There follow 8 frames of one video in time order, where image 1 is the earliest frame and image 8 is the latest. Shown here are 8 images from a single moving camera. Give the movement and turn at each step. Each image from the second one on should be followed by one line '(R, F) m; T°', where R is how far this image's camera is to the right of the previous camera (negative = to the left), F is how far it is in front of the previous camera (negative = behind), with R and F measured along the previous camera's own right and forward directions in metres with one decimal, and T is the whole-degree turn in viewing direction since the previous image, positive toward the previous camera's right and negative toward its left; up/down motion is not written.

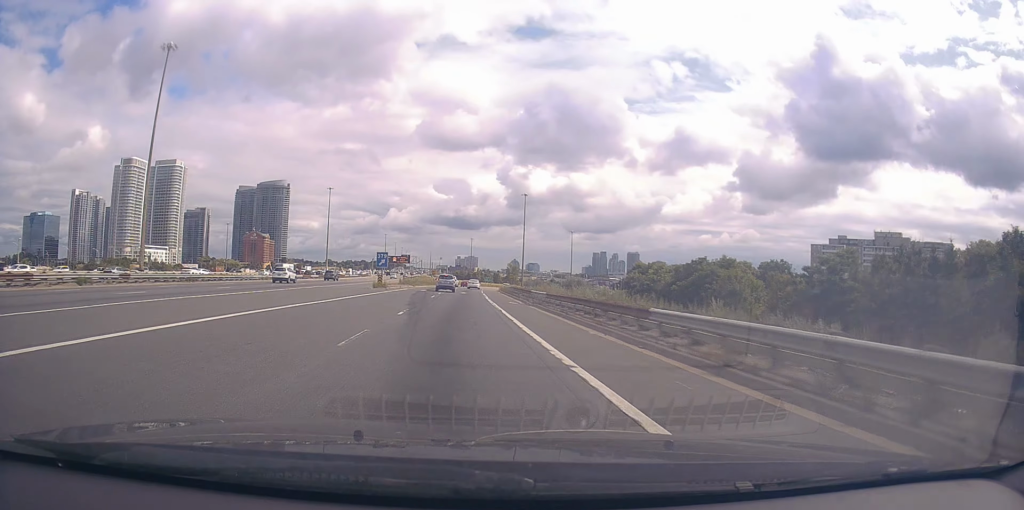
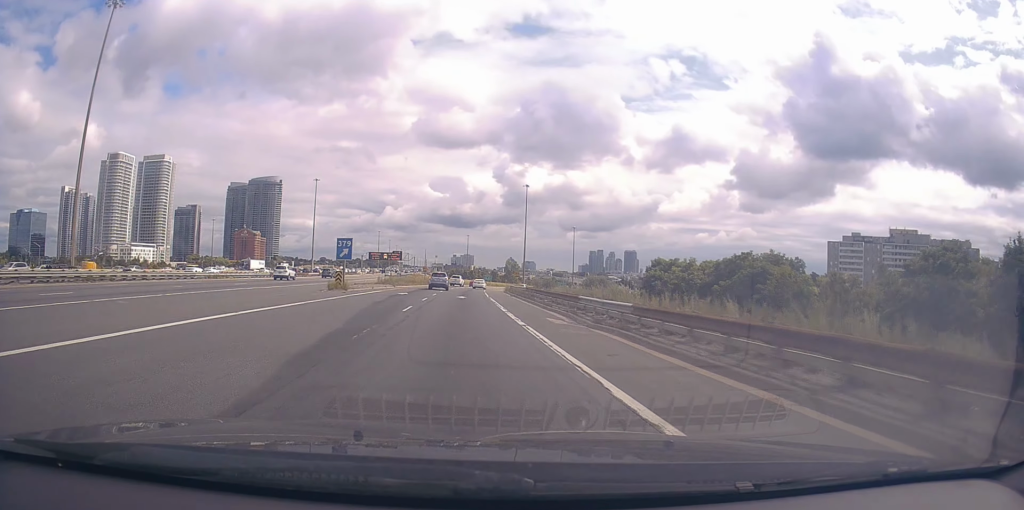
(0.0, +17.5) m; 0°
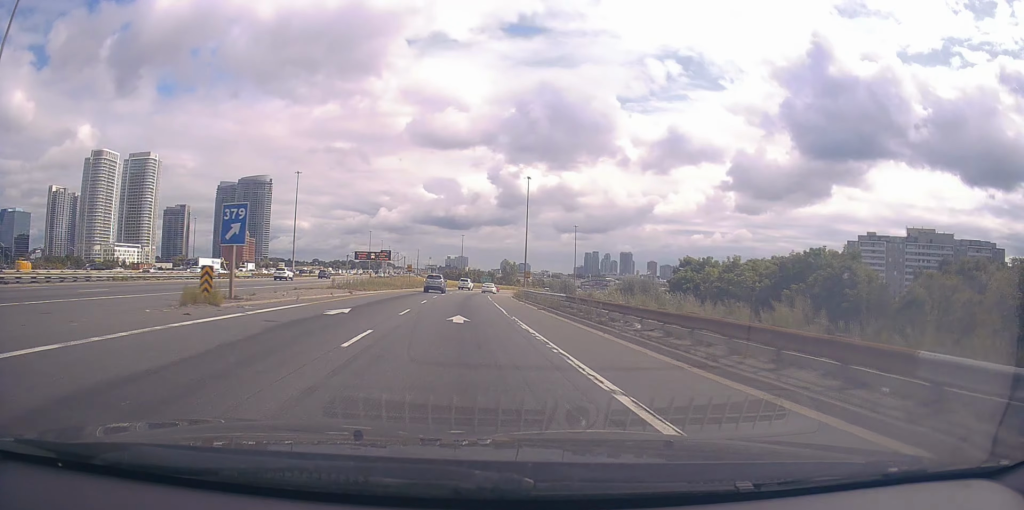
(0.0, +19.7) m; +1°
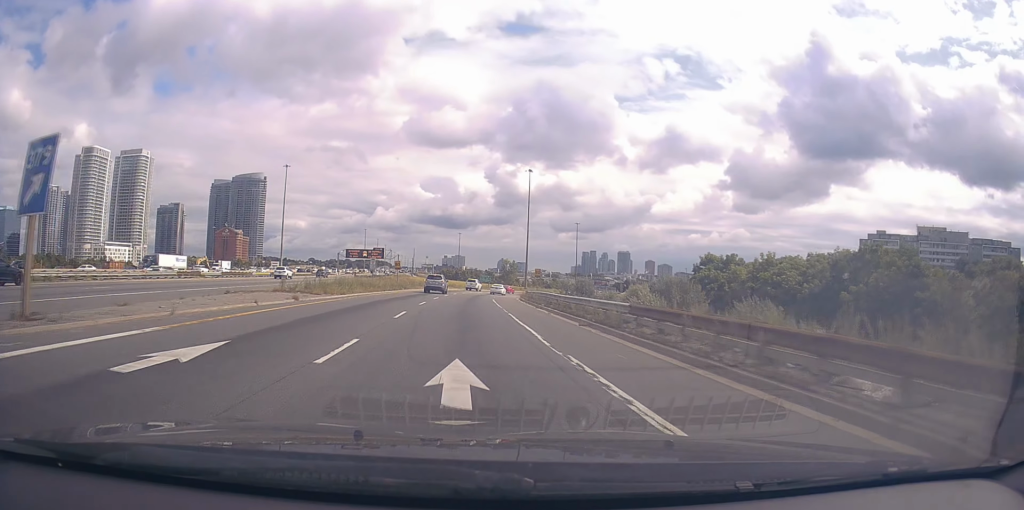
(+0.1, +11.1) m; 0°
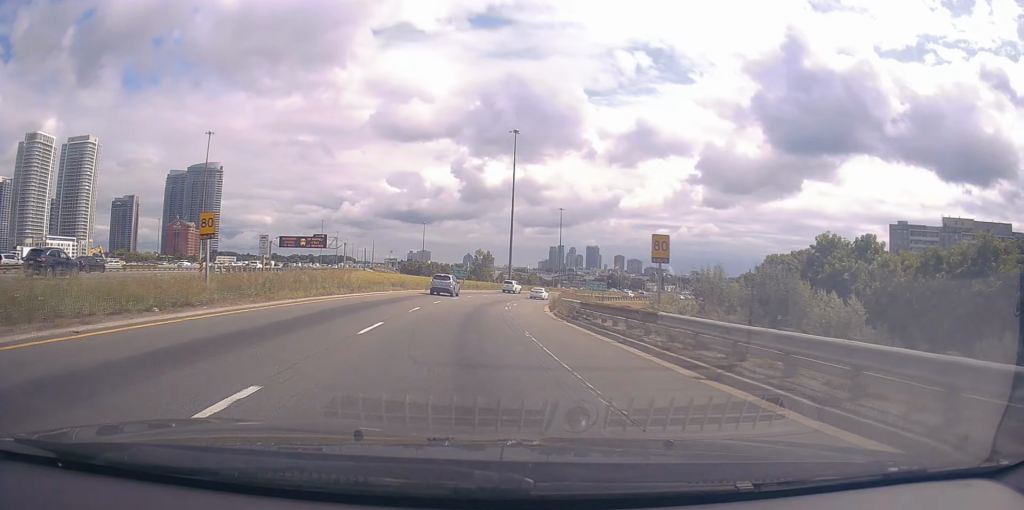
(+0.7, +41.5) m; +3°
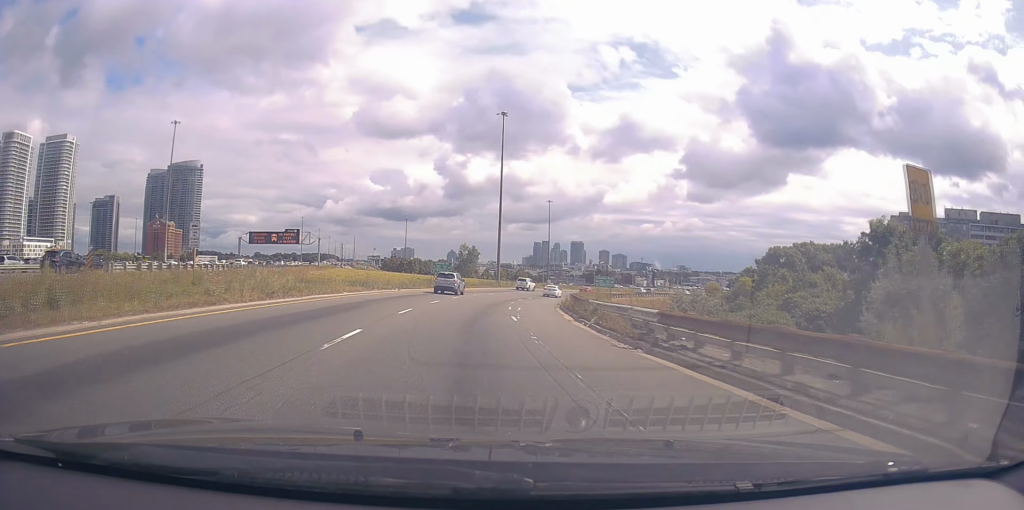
(+0.1, +11.8) m; +1°
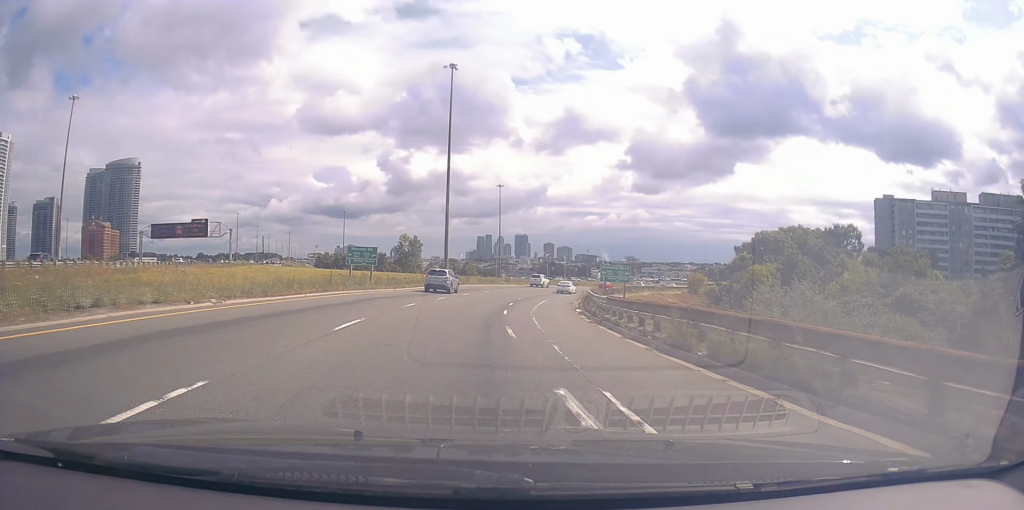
(+0.8, +24.9) m; +5°
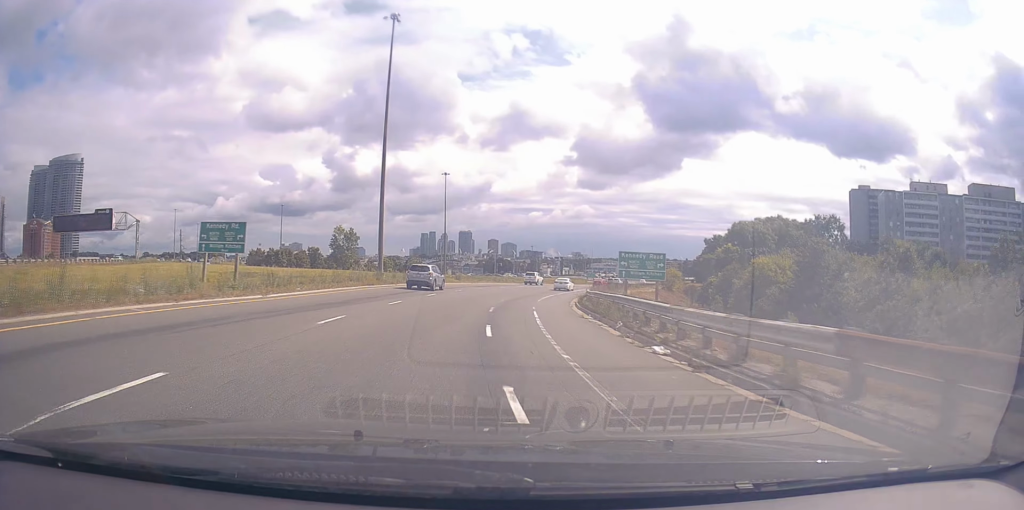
(+0.7, +17.9) m; +6°
